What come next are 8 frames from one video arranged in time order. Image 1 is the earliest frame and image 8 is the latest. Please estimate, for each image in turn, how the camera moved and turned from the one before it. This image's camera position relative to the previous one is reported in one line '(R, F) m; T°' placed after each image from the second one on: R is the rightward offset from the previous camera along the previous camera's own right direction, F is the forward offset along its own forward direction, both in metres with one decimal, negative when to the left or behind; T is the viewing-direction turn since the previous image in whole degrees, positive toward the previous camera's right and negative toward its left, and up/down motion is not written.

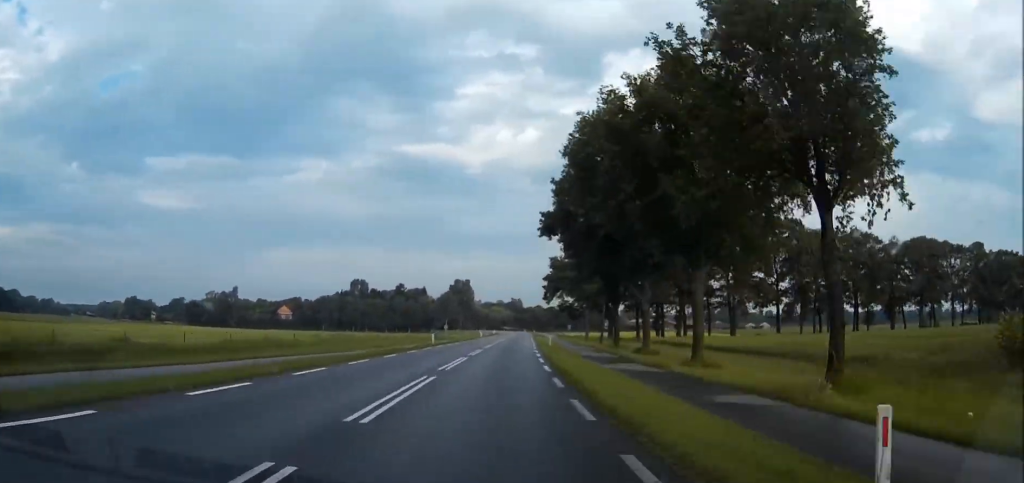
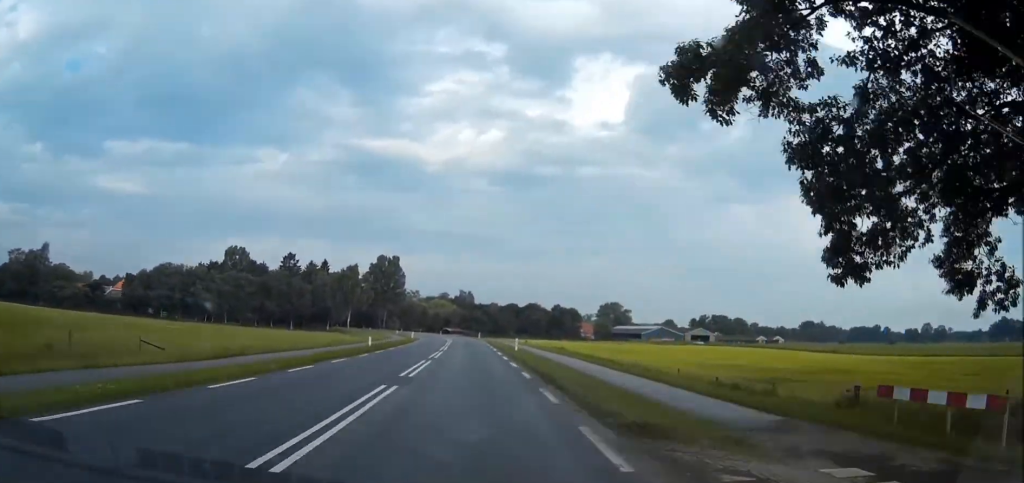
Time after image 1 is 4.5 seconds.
(+5.1, +108.6) m; +2°
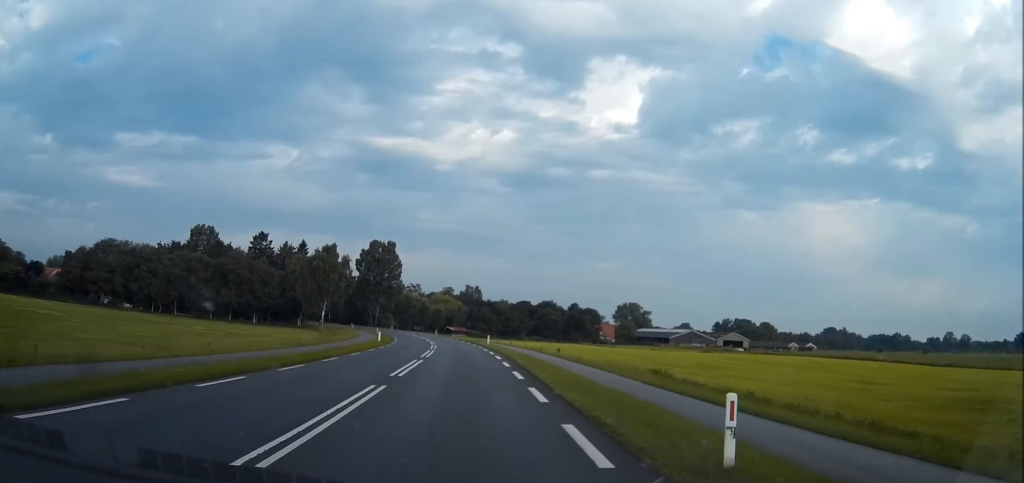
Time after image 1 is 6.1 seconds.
(-0.3, +35.7) m; -2°
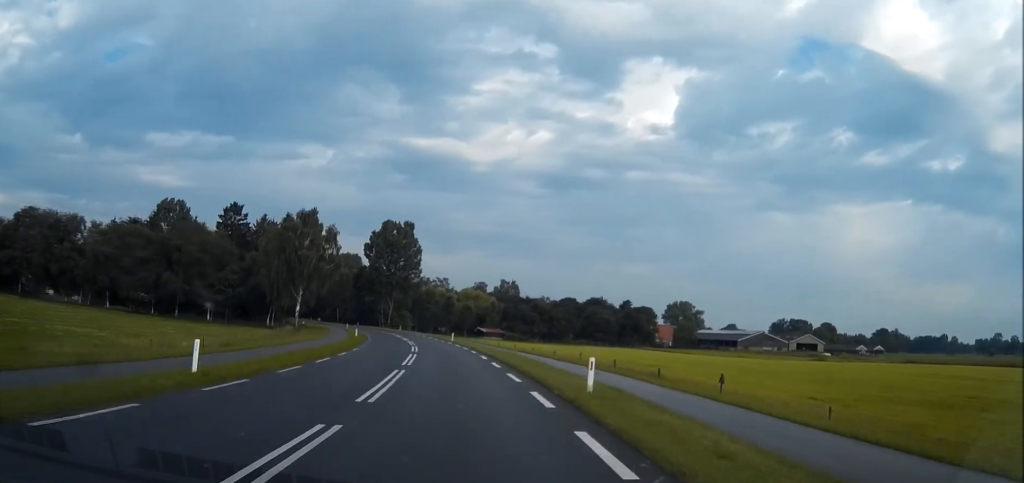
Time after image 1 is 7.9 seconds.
(-0.6, +41.9) m; -3°
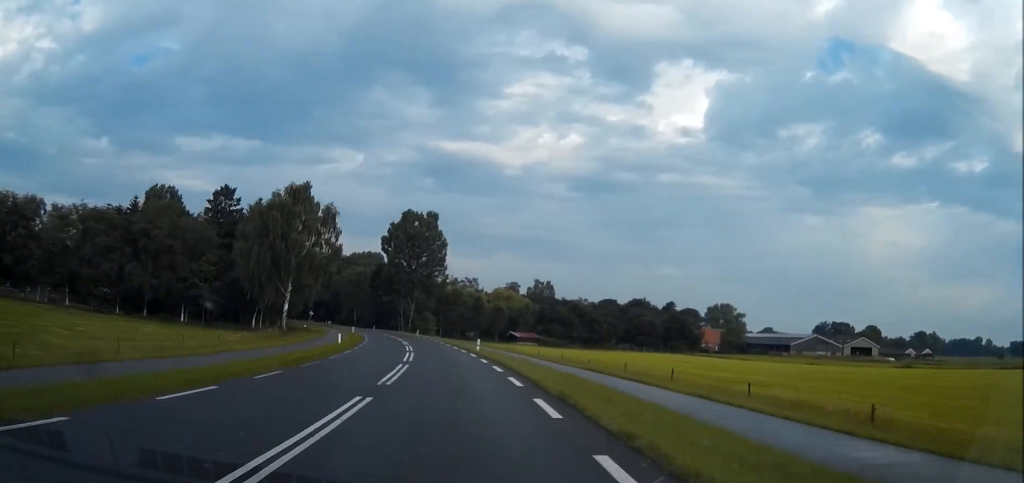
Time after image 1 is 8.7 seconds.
(-0.3, +20.1) m; -3°
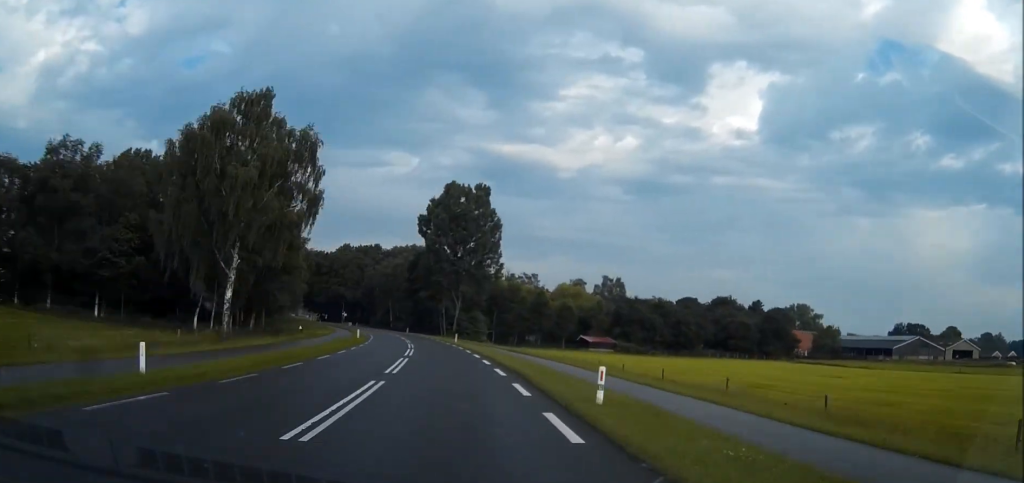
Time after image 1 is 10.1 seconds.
(-1.3, +32.3) m; -4°
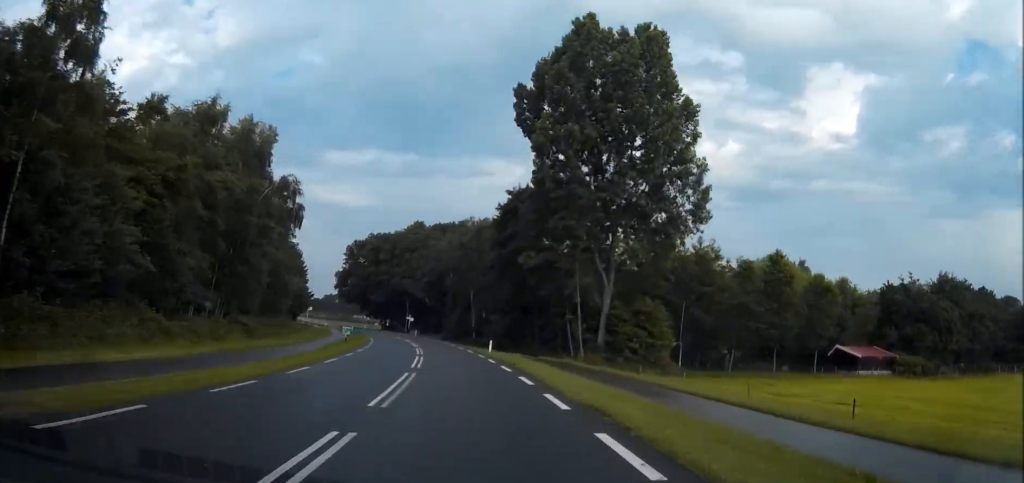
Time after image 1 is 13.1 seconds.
(-4.7, +67.5) m; -10°
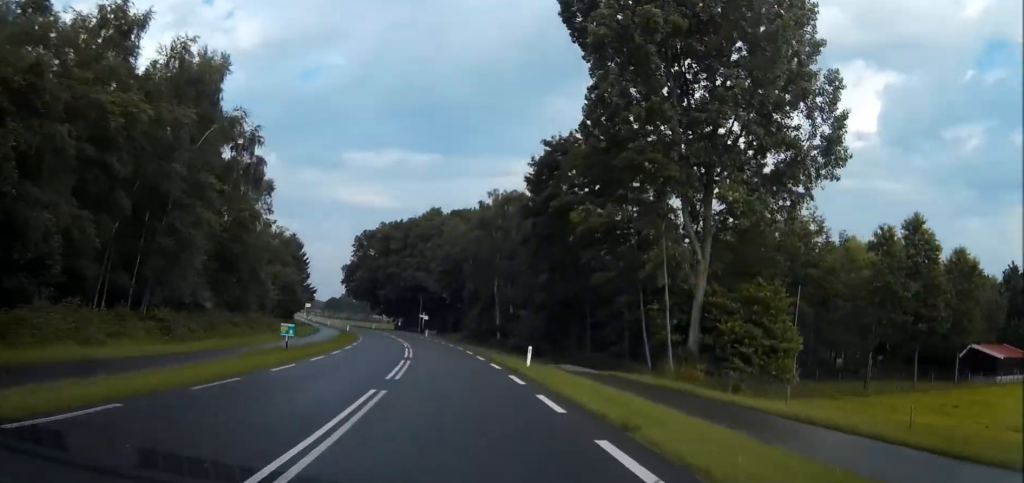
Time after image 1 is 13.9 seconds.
(-0.9, +18.4) m; -2°
